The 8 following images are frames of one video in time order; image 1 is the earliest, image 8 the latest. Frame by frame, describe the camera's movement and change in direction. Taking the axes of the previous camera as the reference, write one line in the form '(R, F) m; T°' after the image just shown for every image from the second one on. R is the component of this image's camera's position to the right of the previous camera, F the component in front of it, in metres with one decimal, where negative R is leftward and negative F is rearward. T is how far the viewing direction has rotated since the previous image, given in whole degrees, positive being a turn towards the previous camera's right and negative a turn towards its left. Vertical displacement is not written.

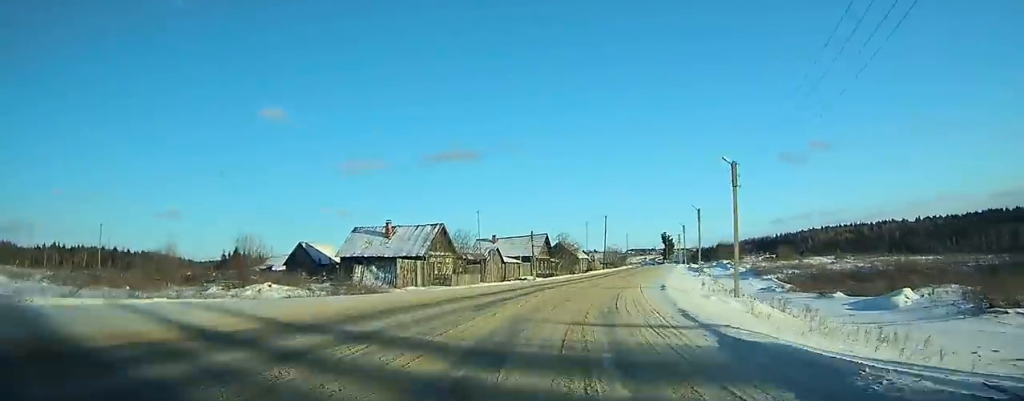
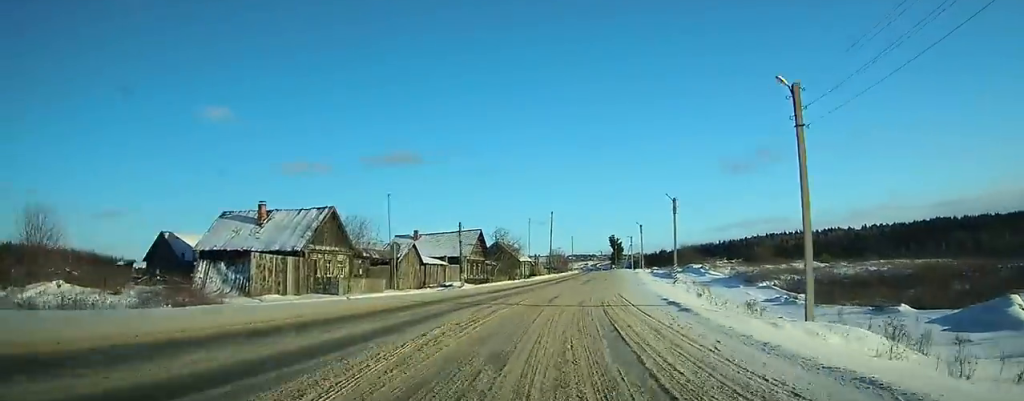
(+0.9, +15.9) m; +5°
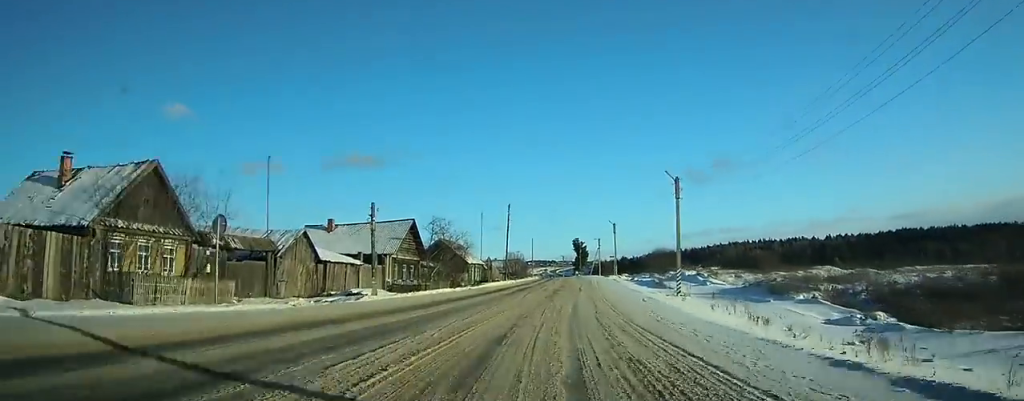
(+0.4, +16.0) m; +5°
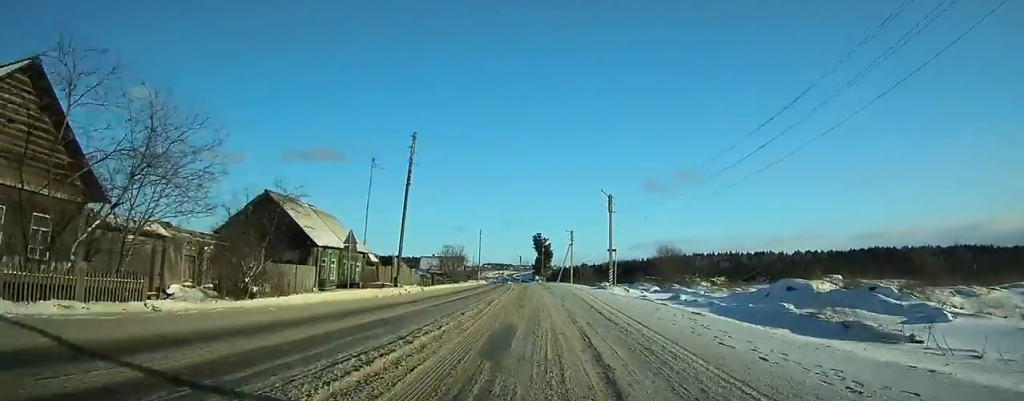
(+2.7, +36.6) m; +5°
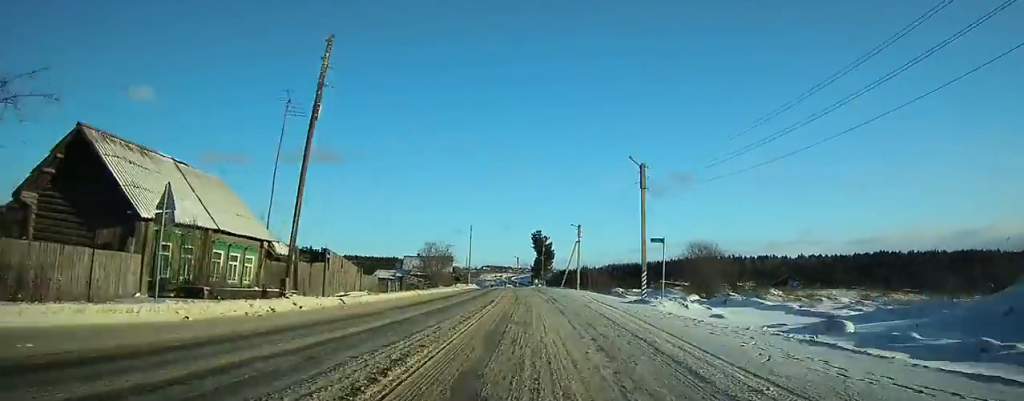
(+0.3, +15.7) m; 0°
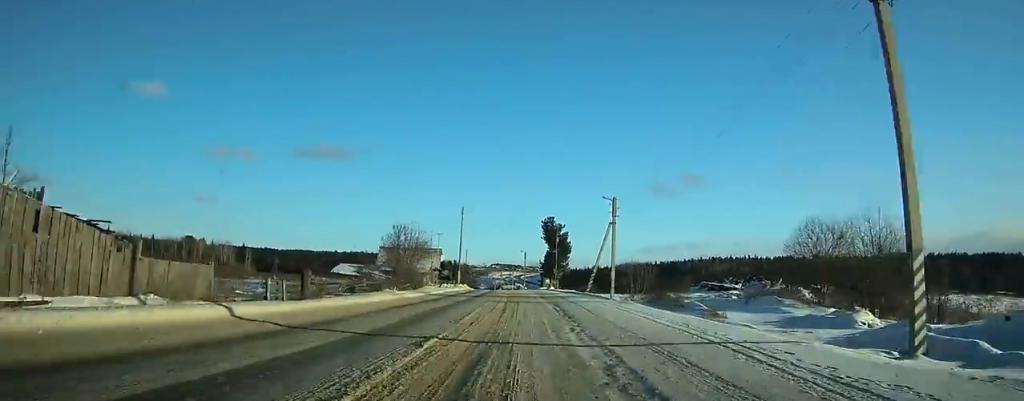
(0.0, +24.6) m; 0°
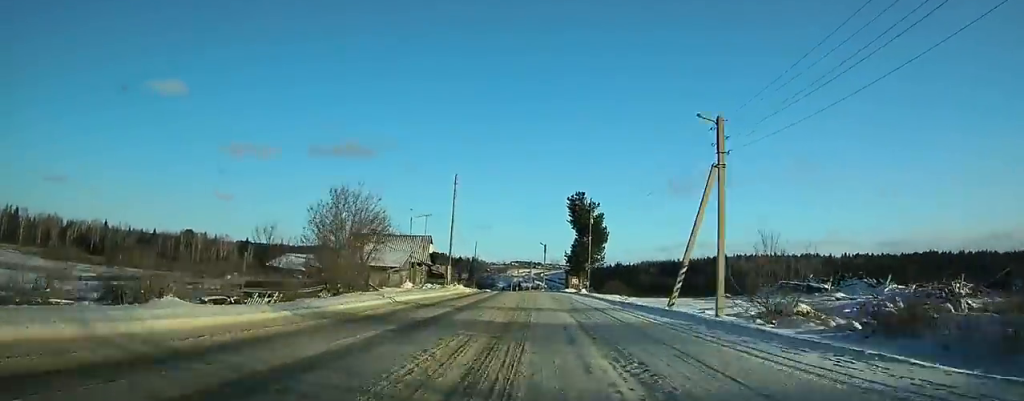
(-0.1, +23.6) m; -1°
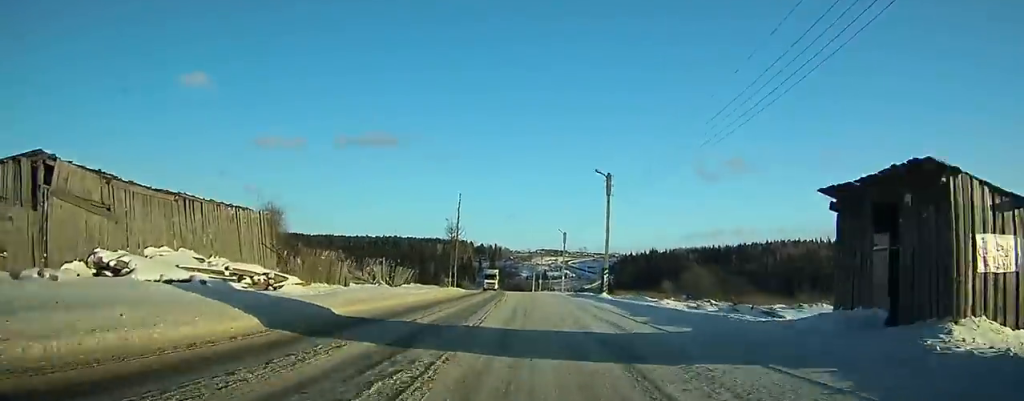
(-1.2, +62.7) m; -3°
